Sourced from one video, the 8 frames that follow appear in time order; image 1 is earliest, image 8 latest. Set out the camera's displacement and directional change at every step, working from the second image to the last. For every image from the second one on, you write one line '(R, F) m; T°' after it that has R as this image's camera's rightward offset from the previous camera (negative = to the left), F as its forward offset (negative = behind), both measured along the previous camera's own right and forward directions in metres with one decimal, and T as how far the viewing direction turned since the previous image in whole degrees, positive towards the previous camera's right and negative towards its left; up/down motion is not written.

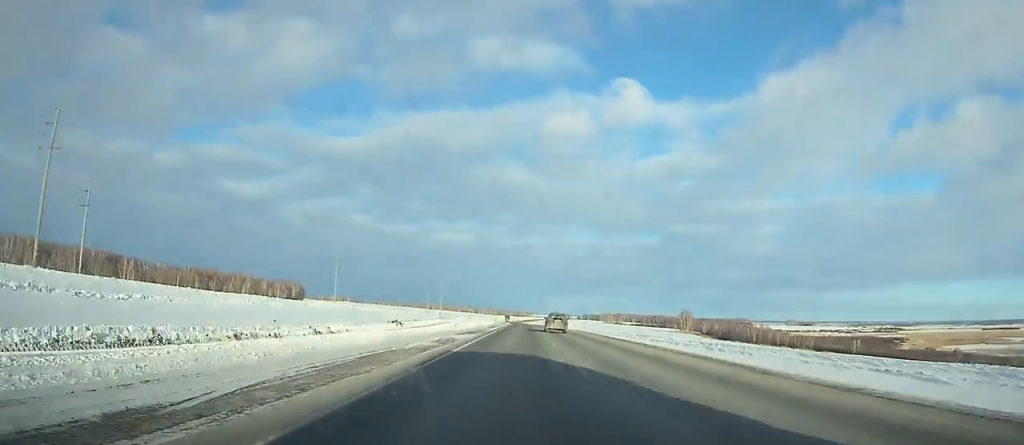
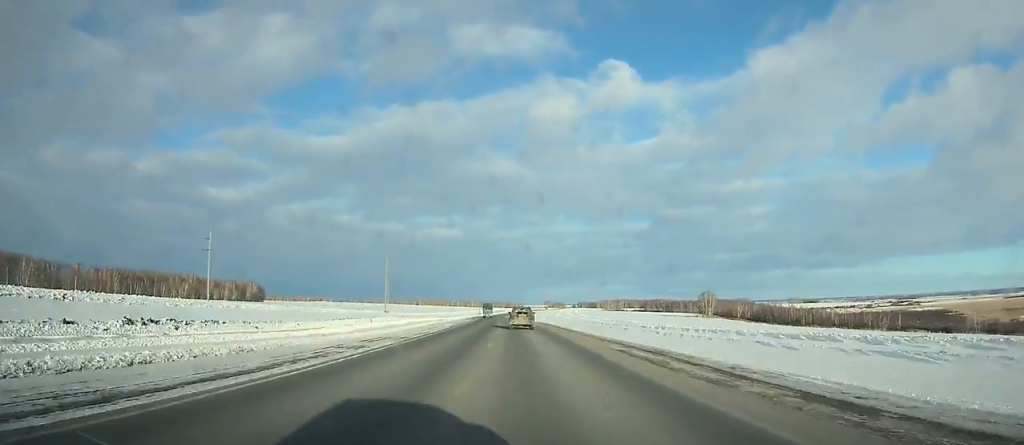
(+1.1, +93.8) m; 0°
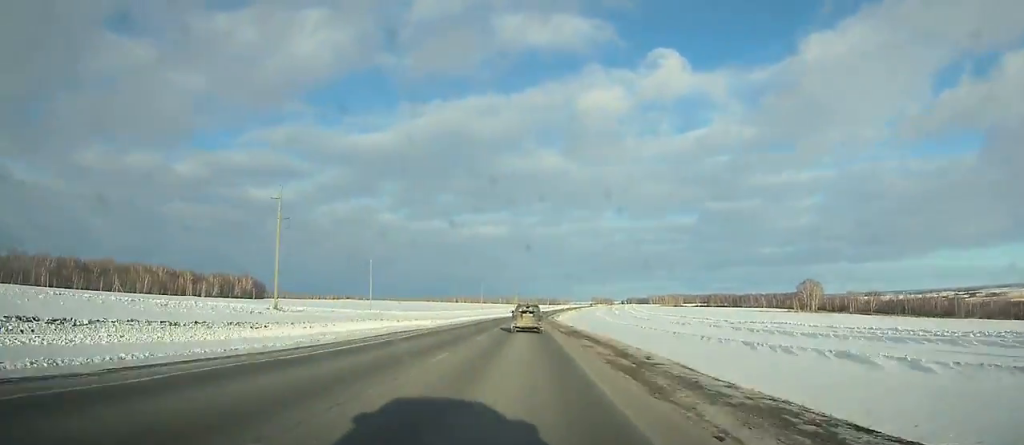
(-1.7, +113.3) m; -2°
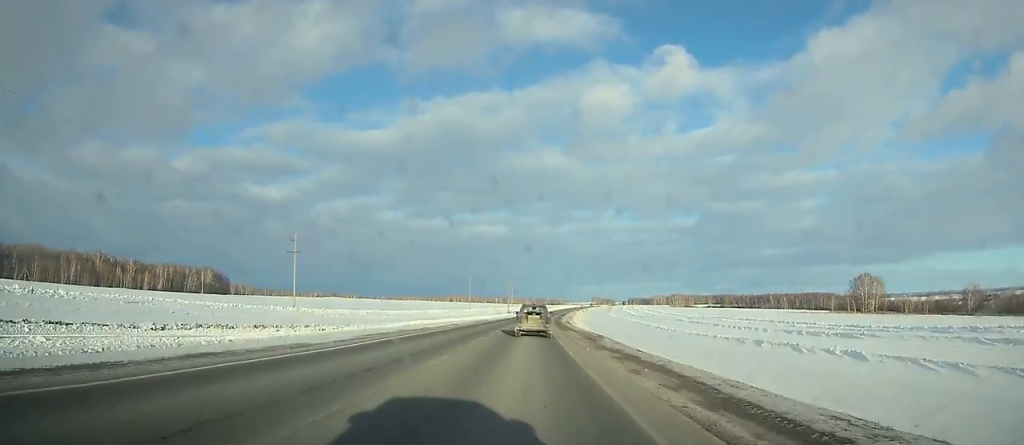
(-1.1, +72.7) m; -1°
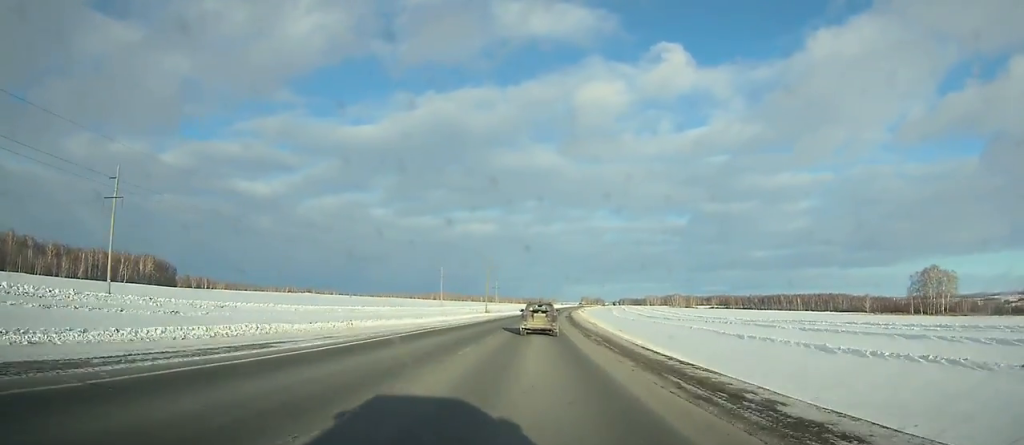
(+0.2, +68.6) m; +1°
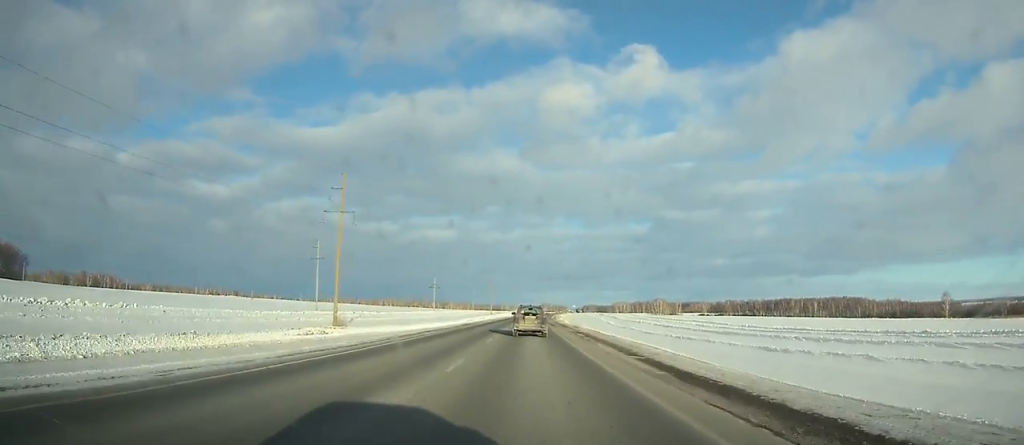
(+2.8, +126.6) m; +3°
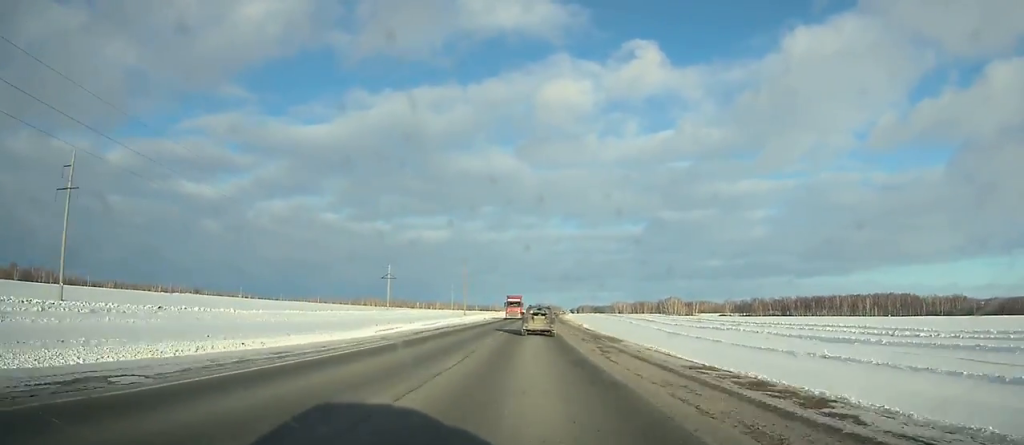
(+1.4, +93.7) m; +1°
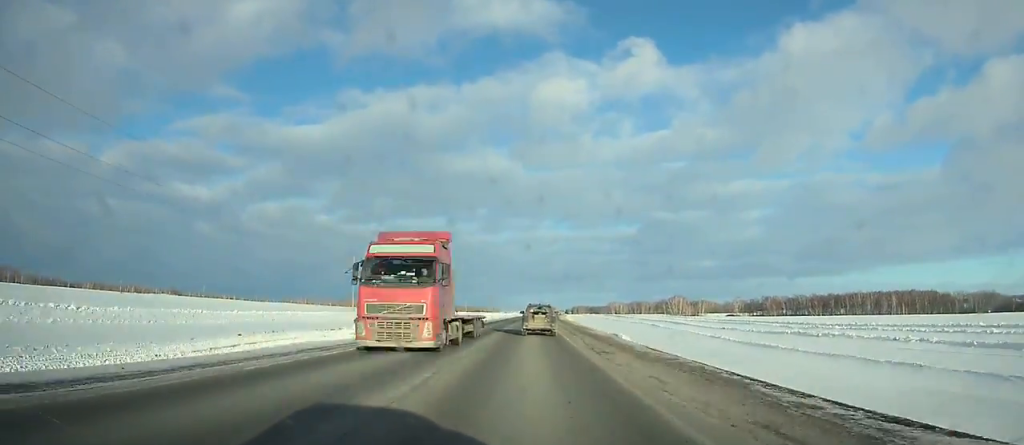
(+0.1, +41.0) m; +1°
